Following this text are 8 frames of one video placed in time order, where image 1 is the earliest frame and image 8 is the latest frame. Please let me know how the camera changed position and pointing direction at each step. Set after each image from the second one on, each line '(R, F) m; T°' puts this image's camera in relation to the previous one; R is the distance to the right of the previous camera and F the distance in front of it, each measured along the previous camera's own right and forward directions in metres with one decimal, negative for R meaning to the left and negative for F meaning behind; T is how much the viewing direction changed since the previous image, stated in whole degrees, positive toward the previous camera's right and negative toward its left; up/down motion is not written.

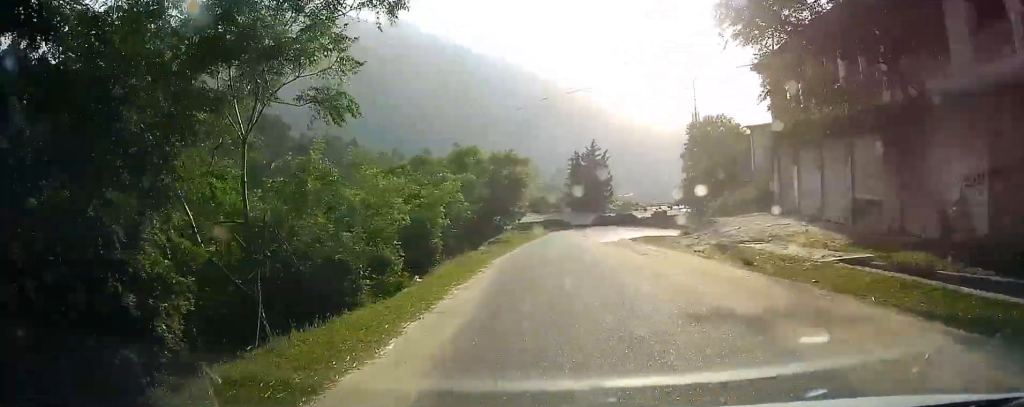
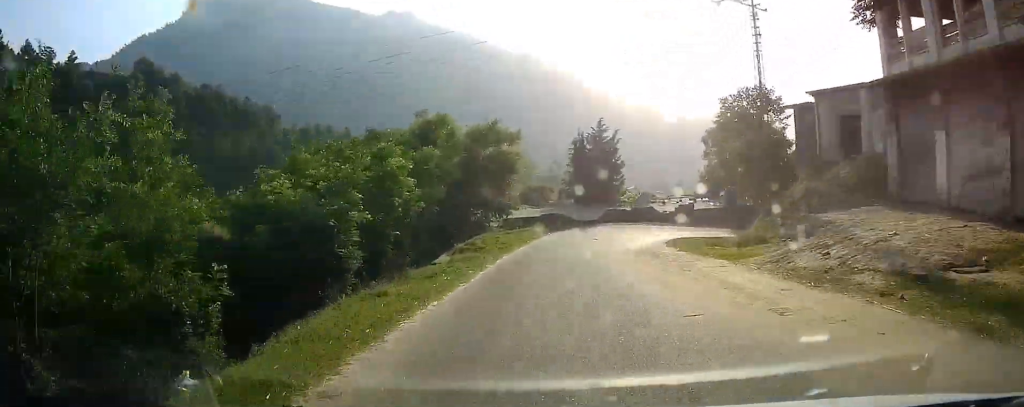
(0.0, +10.1) m; +1°
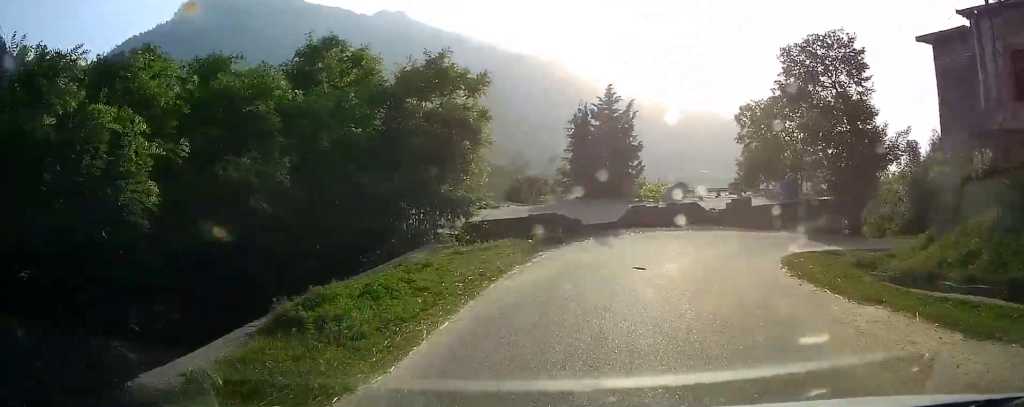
(+0.2, +14.2) m; +3°
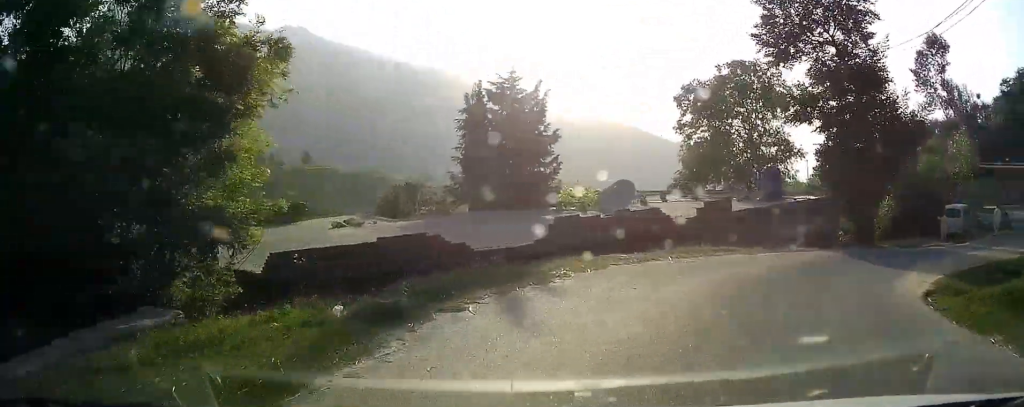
(+0.2, +11.8) m; +6°
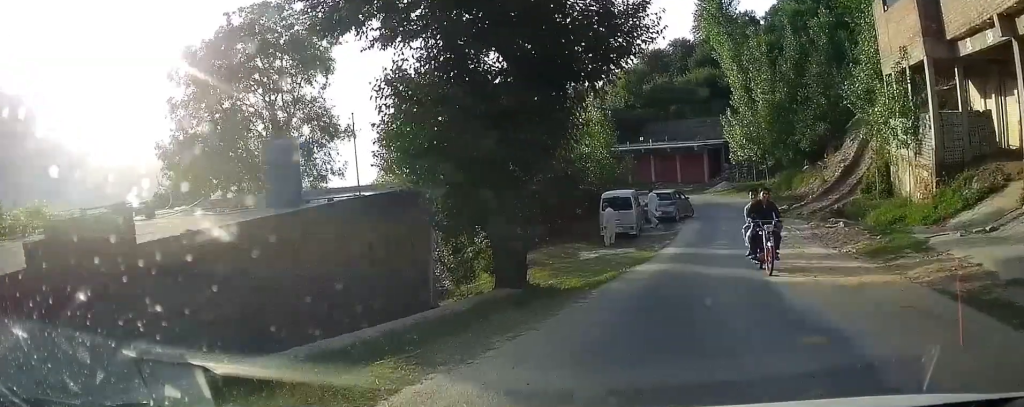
(+3.5, +15.9) m; +32°
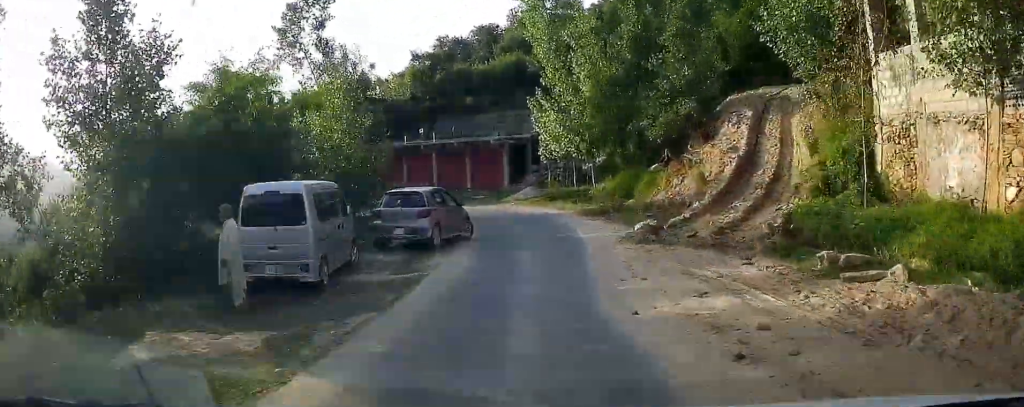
(+4.8, +13.4) m; +26°
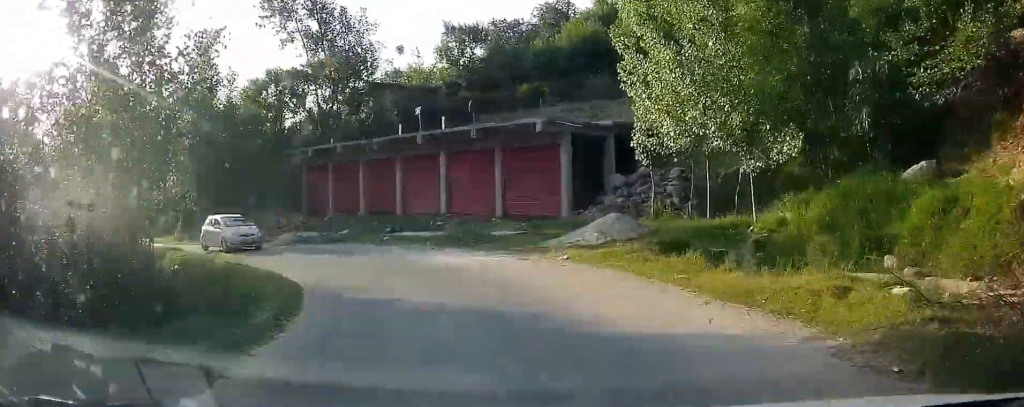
(+0.7, +16.4) m; -1°
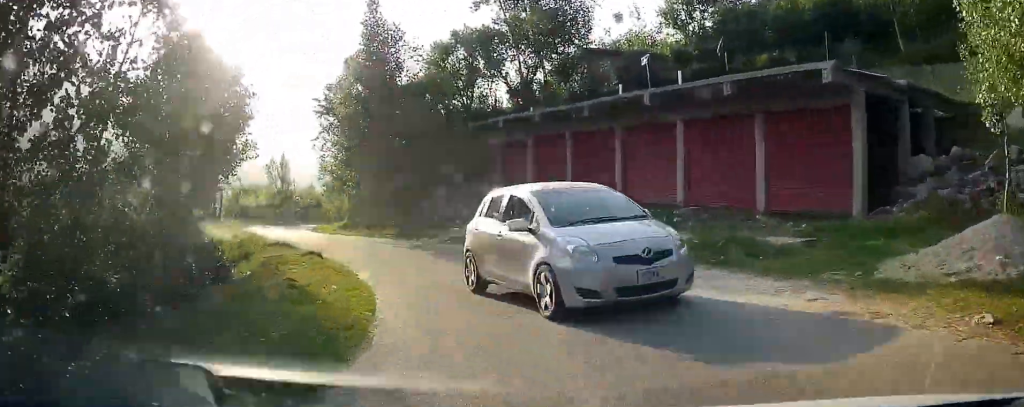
(+0.5, +7.5) m; -10°
